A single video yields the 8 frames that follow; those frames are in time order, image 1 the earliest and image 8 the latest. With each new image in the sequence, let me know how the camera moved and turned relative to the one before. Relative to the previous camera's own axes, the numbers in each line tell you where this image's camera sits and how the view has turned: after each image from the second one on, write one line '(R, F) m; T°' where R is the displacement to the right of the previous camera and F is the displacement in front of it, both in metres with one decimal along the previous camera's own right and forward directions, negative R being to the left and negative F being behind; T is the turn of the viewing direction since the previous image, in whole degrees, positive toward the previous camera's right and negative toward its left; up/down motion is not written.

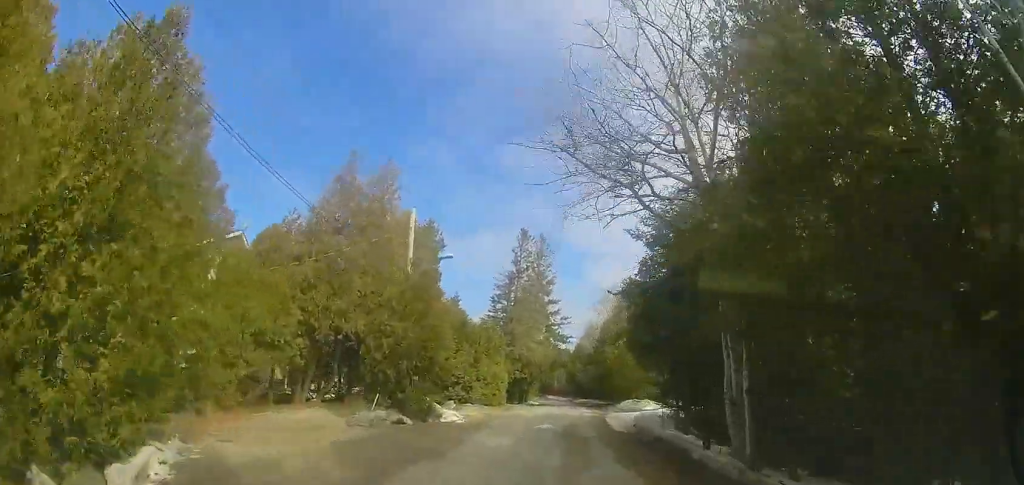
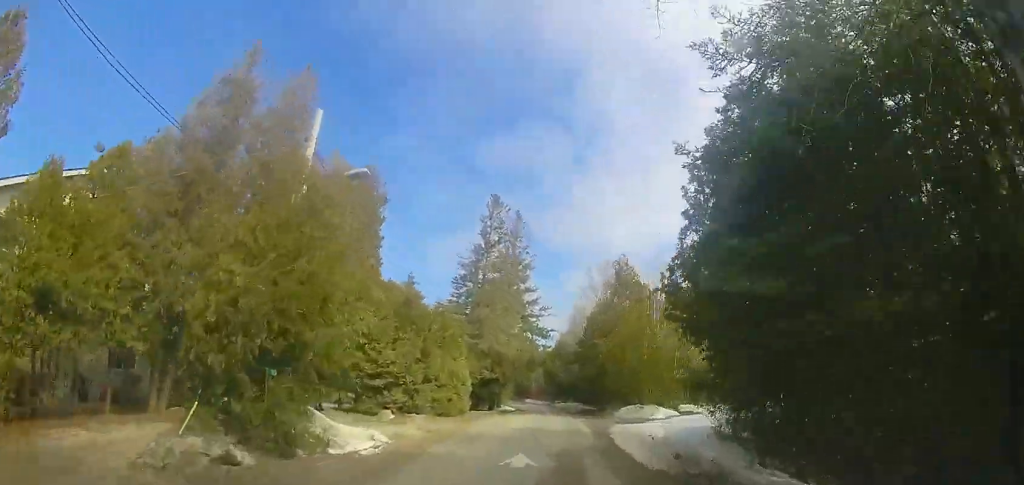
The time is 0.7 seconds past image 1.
(+0.2, +7.1) m; +3°
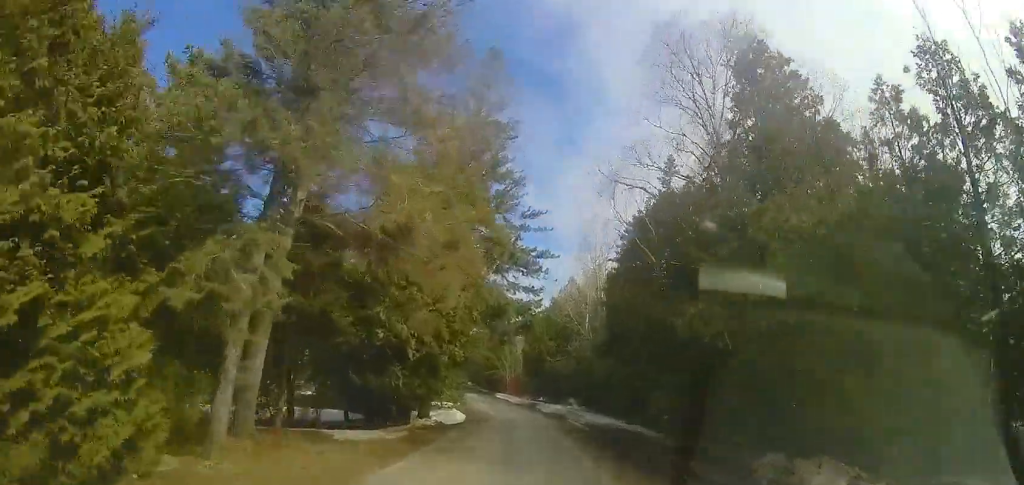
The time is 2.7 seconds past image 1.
(+1.3, +21.4) m; +5°
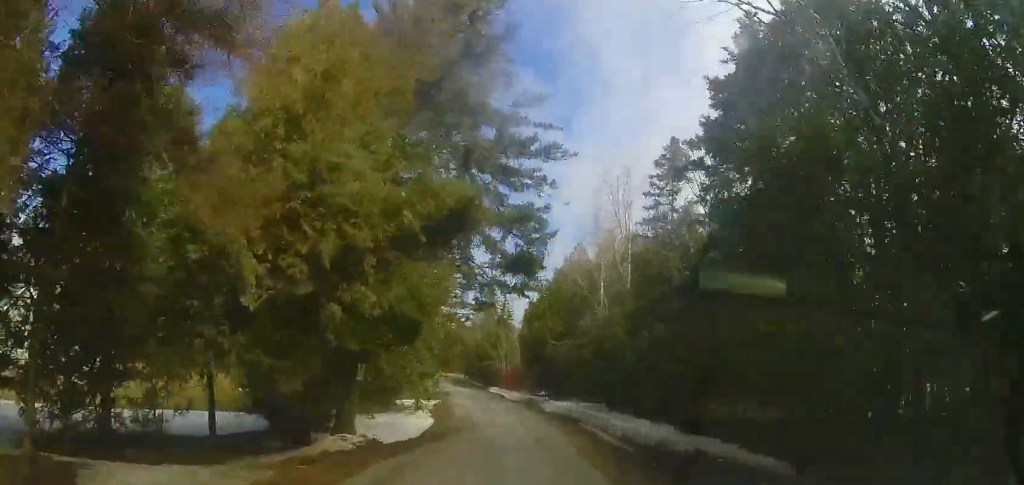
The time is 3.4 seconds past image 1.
(-0.1, +7.9) m; -1°
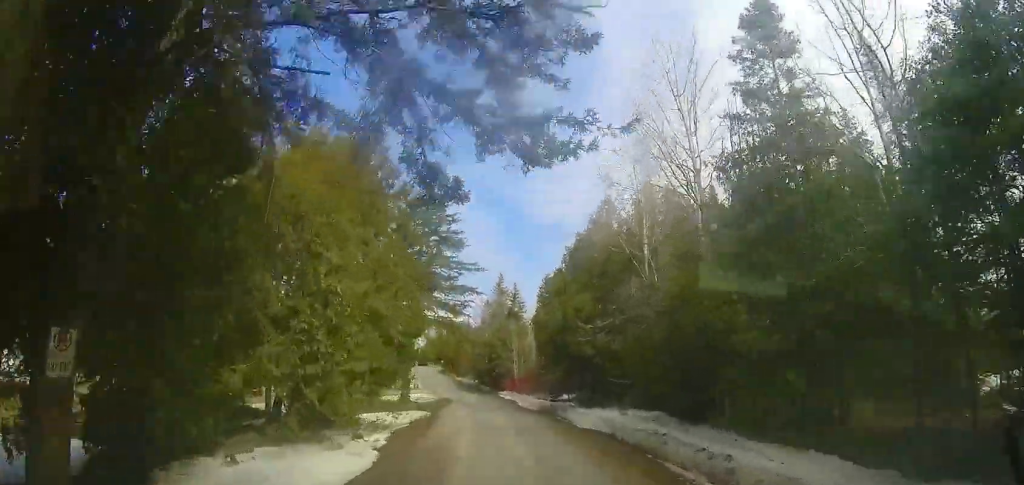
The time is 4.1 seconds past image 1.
(0.0, +7.9) m; -1°
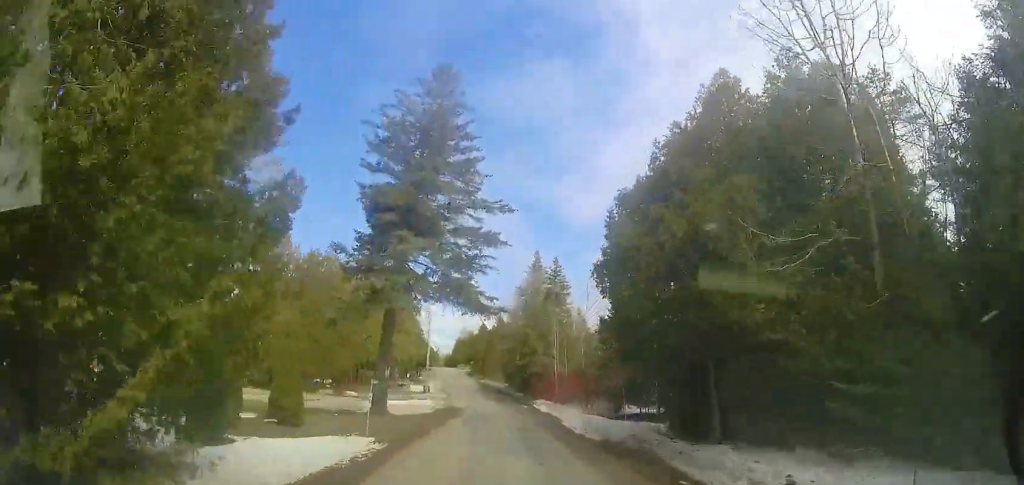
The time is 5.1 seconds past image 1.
(-0.3, +11.2) m; -2°
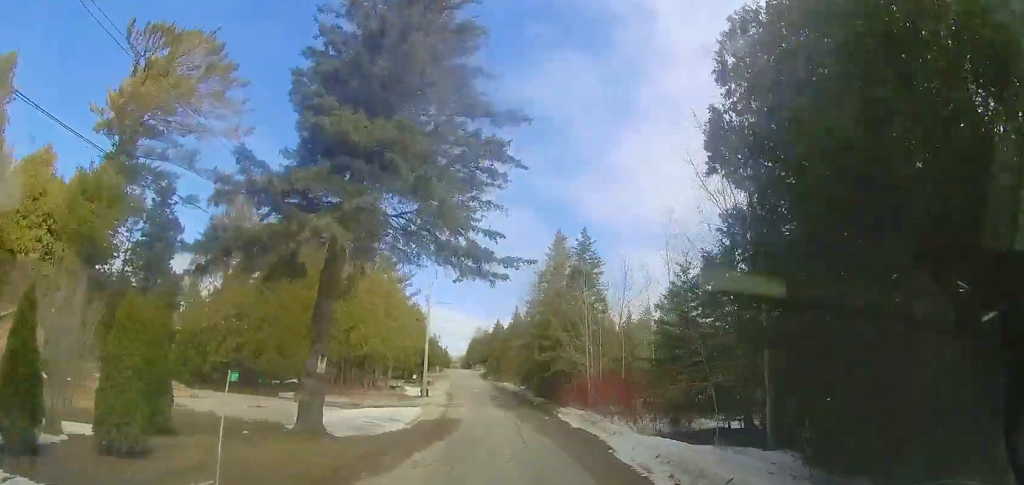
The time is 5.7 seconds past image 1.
(-0.1, +7.0) m; -1°
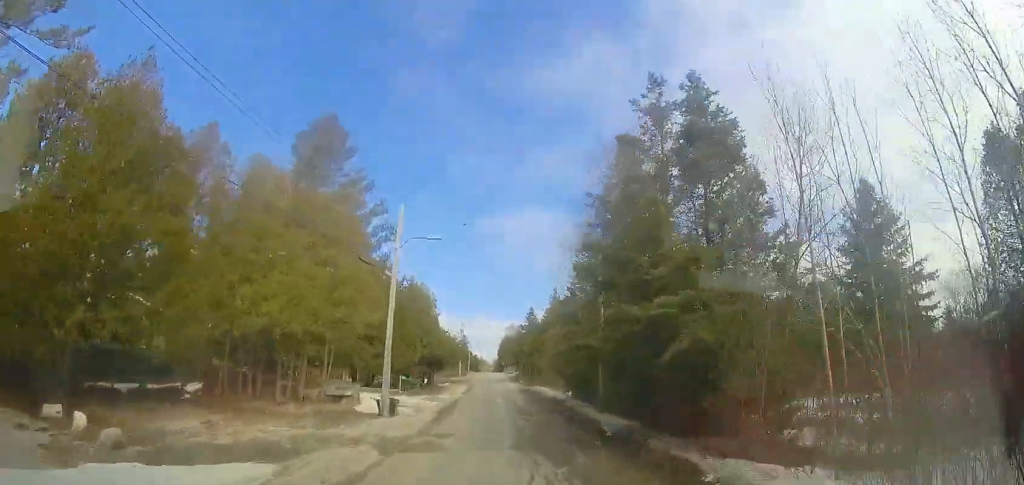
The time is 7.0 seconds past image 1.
(0.0, +14.7) m; 0°
